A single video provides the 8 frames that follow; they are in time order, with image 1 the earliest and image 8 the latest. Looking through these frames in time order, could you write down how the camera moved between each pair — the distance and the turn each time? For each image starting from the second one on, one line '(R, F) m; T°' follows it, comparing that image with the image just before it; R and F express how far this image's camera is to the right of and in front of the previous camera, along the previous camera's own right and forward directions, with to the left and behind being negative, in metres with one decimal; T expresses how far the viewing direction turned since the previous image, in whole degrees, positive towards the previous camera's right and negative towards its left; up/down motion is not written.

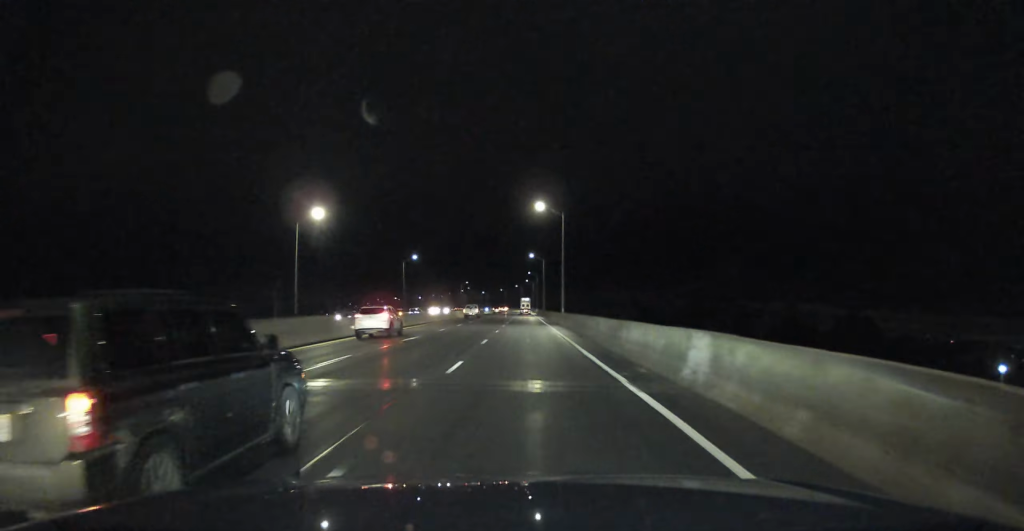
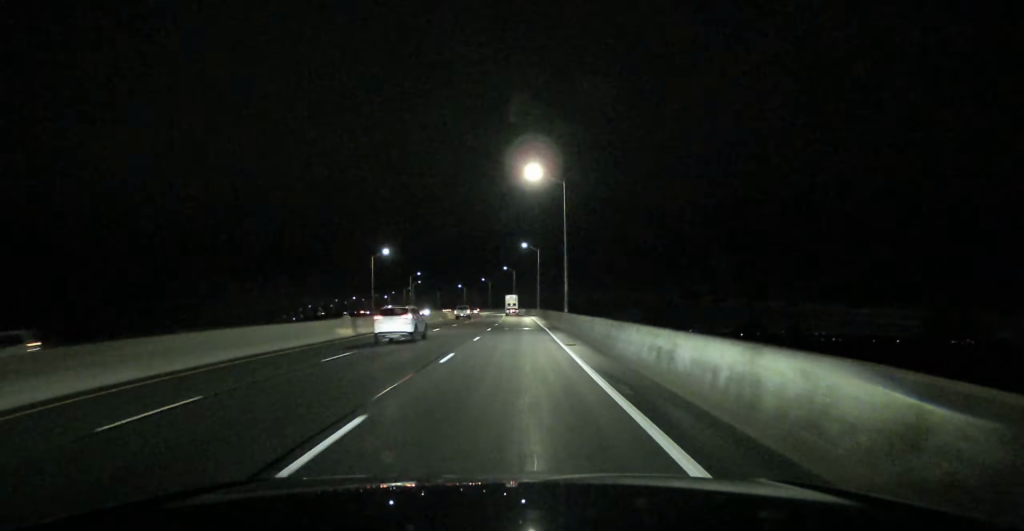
(-0.8, +146.5) m; -3°
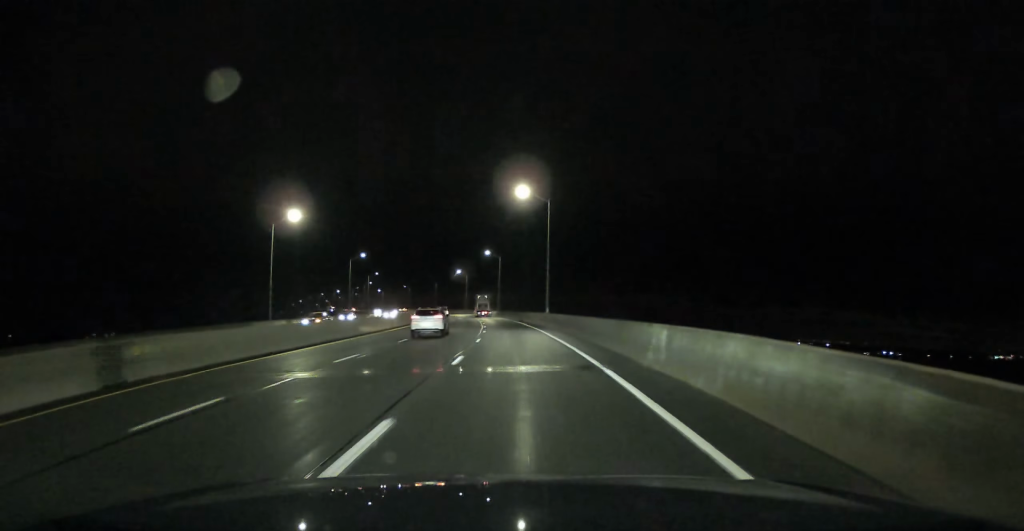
(-2.4, +120.3) m; -6°
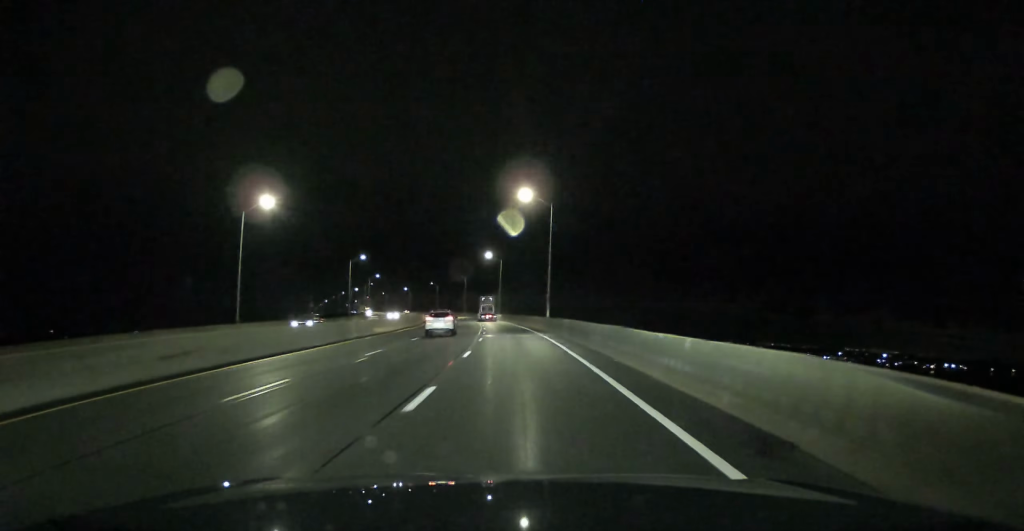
(-3.1, +70.0) m; -4°
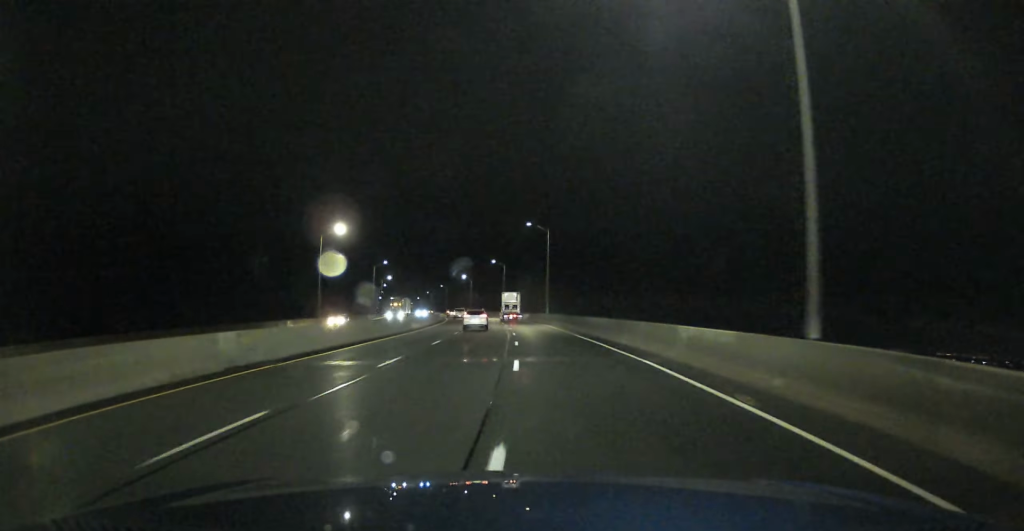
(-7.6, +118.3) m; -7°
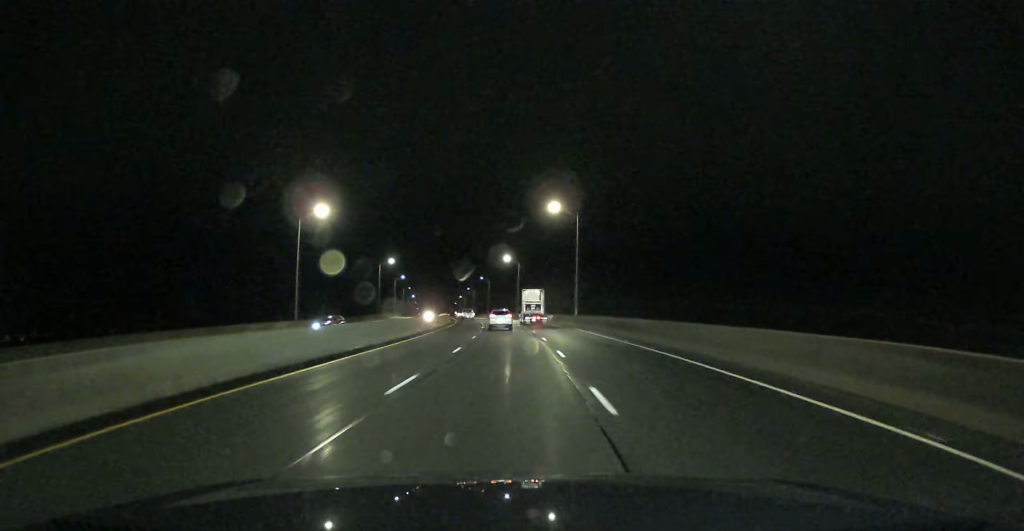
(-3.3, +81.3) m; -4°
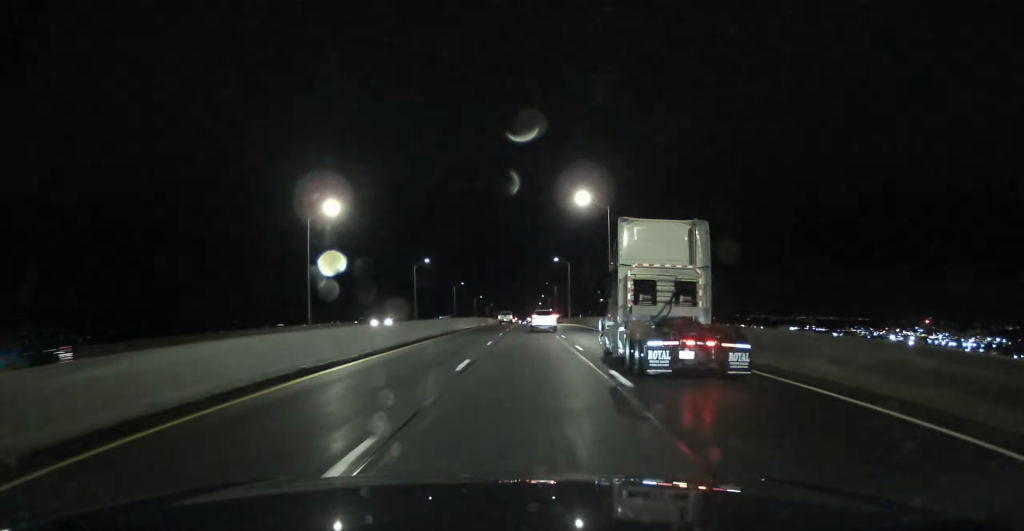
(-23.5, +331.7) m; -5°
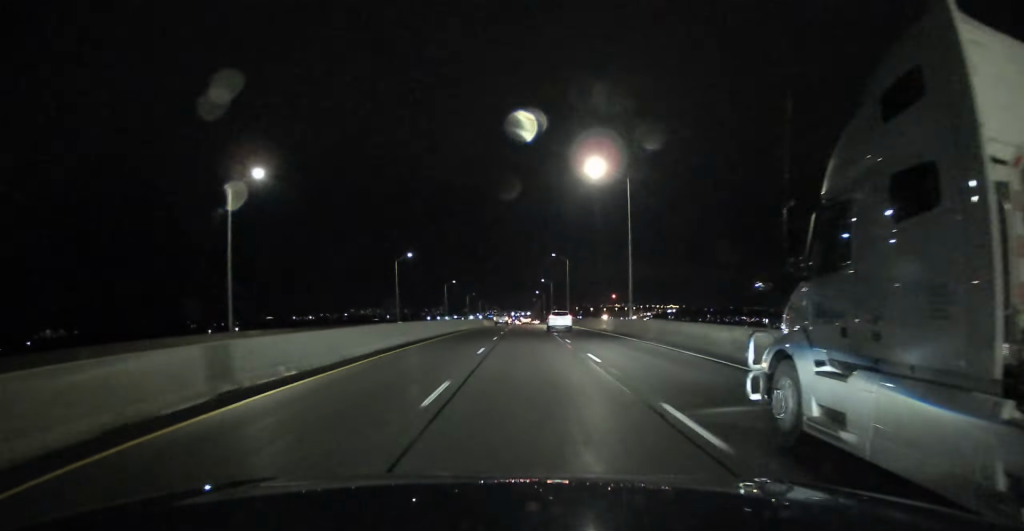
(0.0, +110.9) m; 0°
